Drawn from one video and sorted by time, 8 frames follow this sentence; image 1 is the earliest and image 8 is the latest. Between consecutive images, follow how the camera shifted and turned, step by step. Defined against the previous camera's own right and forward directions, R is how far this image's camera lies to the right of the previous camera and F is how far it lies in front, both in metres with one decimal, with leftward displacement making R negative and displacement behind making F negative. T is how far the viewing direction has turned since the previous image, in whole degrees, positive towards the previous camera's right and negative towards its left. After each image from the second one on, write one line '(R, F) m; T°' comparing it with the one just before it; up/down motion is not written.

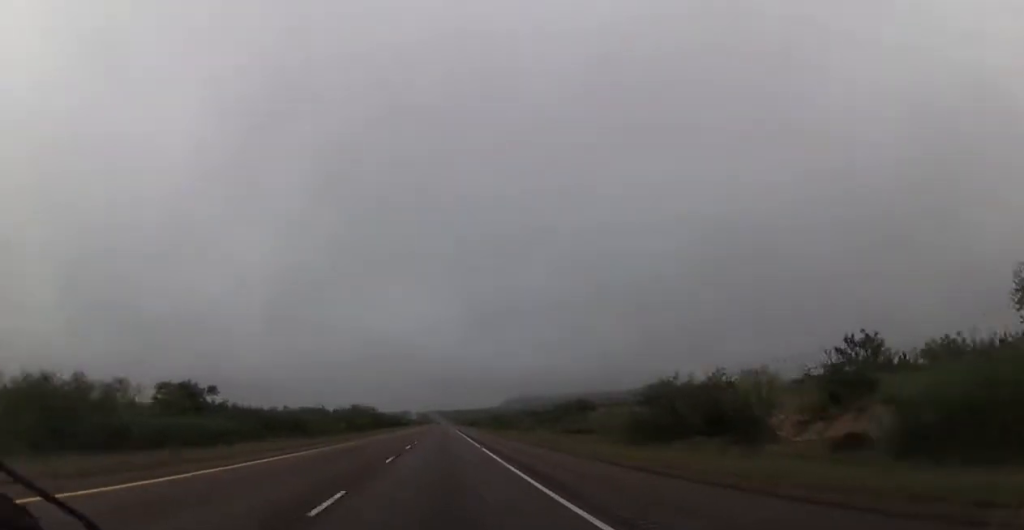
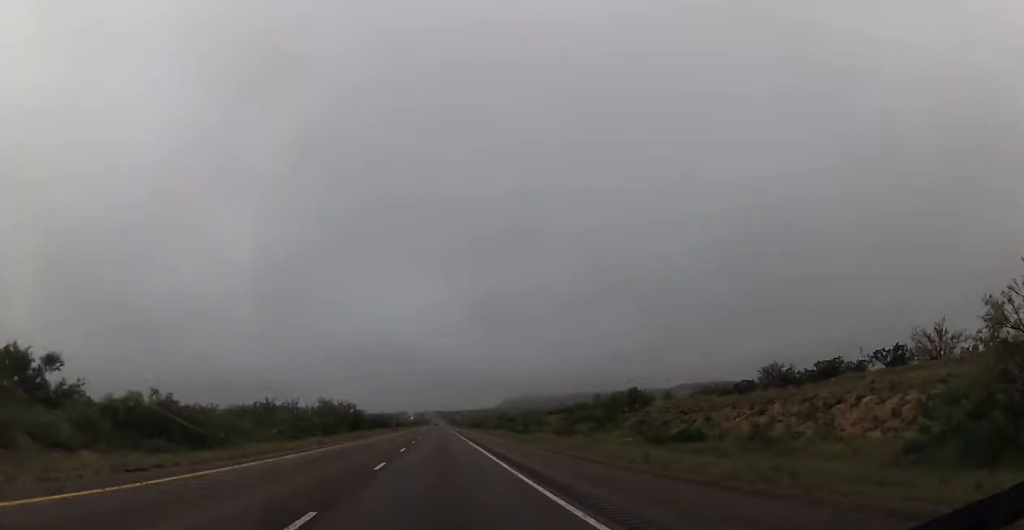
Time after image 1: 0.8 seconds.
(0.0, +26.8) m; +1°
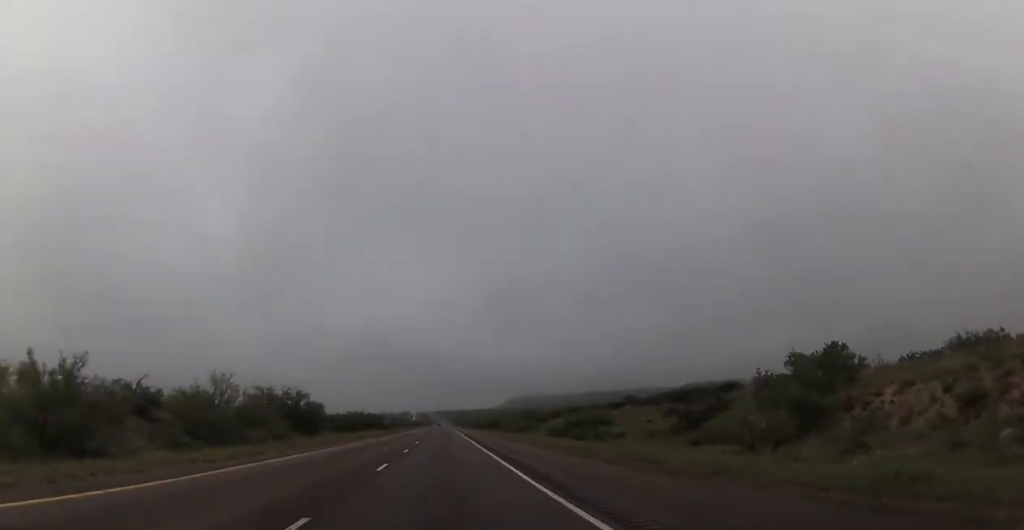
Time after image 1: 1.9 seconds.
(+0.5, +36.9) m; 0°
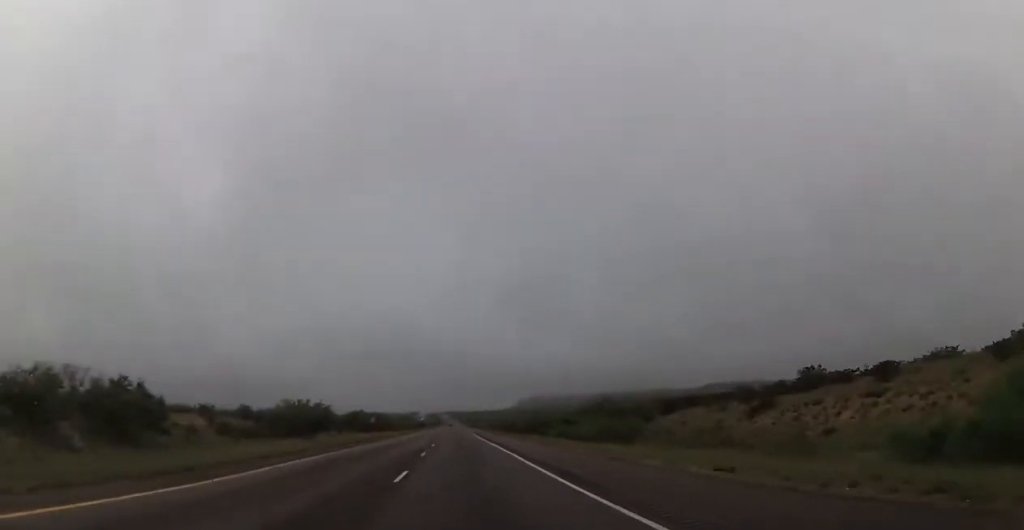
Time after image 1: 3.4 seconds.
(-0.7, +51.6) m; -1°
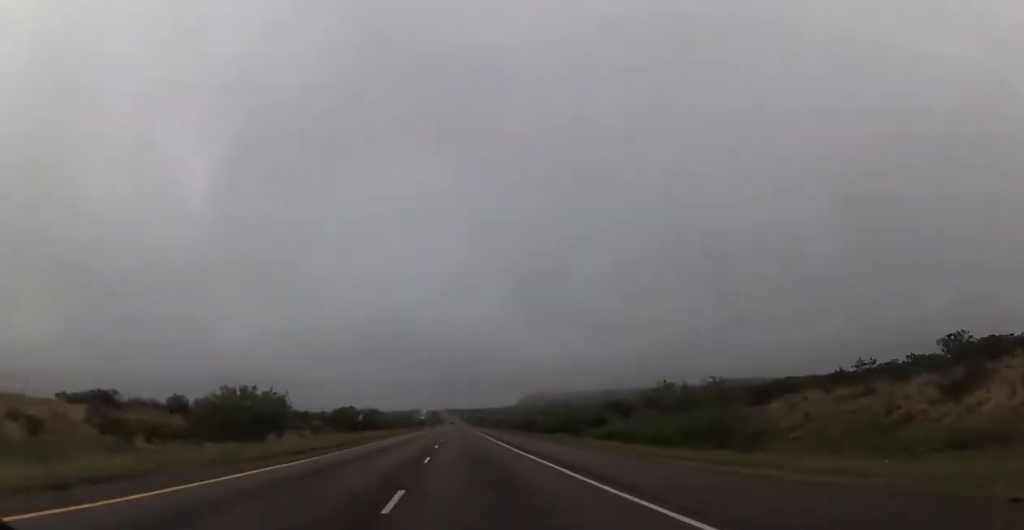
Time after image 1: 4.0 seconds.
(+0.1, +17.9) m; -1°
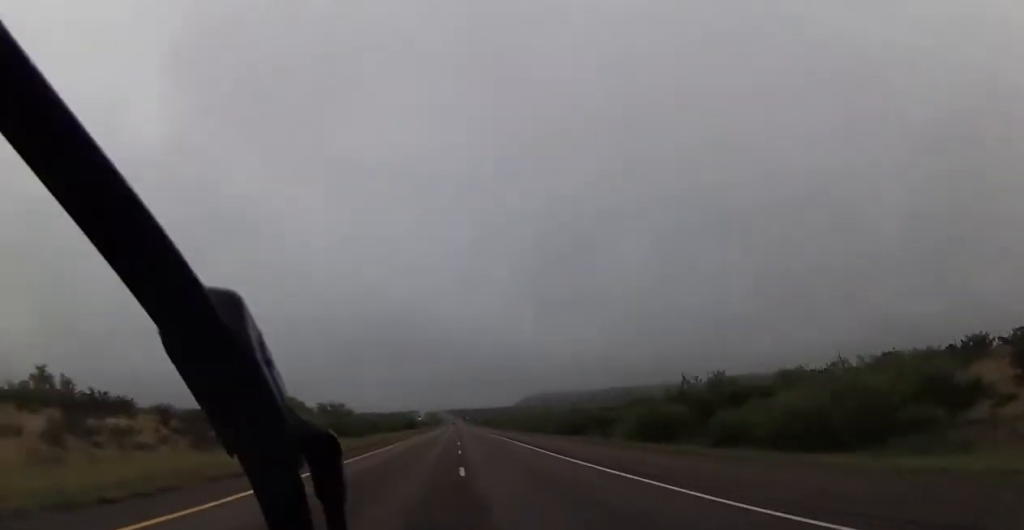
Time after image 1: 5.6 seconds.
(-0.3, +53.8) m; 0°
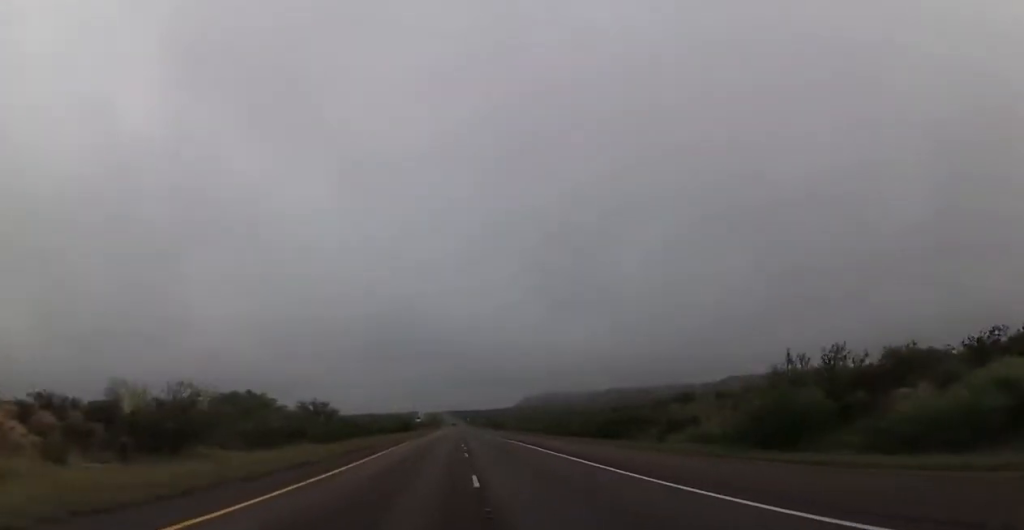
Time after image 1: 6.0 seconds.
(+0.2, +14.6) m; 0°
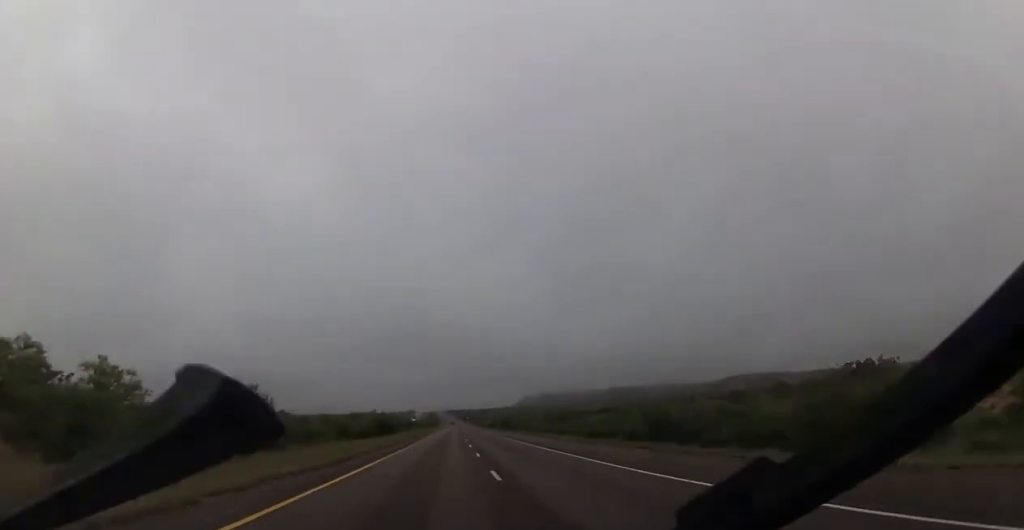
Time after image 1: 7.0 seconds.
(-0.5, +34.9) m; 0°
